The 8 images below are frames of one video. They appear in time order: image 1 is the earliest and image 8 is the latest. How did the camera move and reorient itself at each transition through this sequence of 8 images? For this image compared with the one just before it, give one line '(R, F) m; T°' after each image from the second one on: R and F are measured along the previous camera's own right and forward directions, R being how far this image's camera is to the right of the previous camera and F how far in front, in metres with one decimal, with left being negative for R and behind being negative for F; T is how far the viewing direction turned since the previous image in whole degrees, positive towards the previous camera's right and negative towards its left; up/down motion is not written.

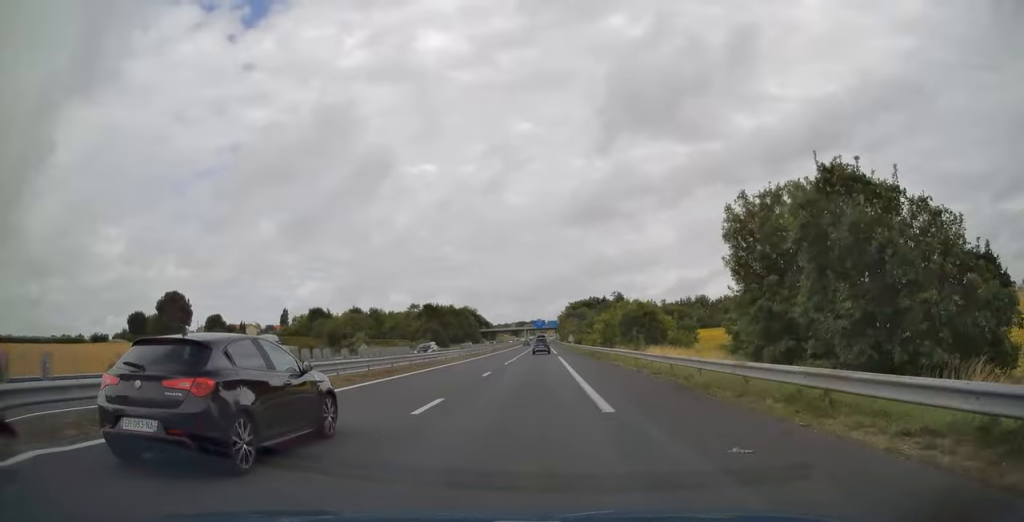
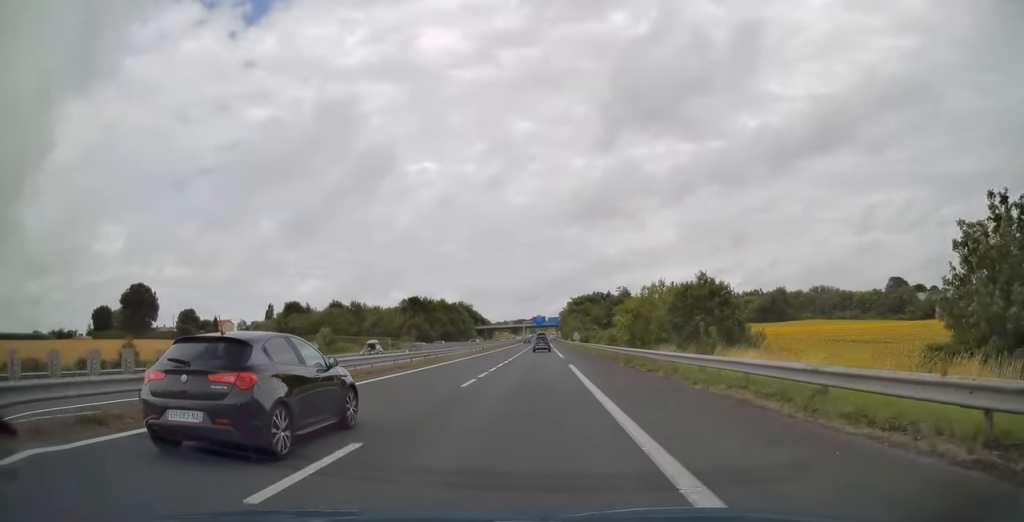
(0.0, +19.9) m; 0°
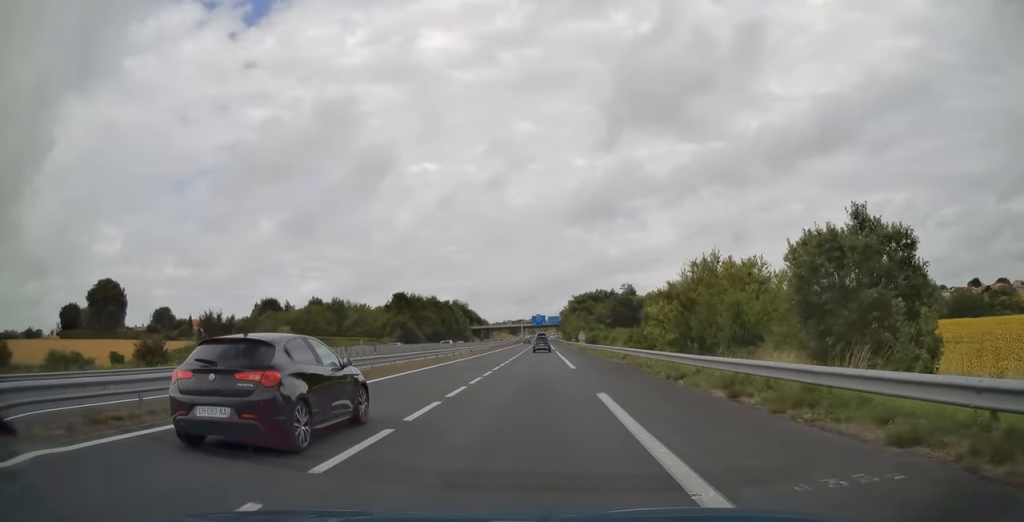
(0.0, +16.1) m; 0°
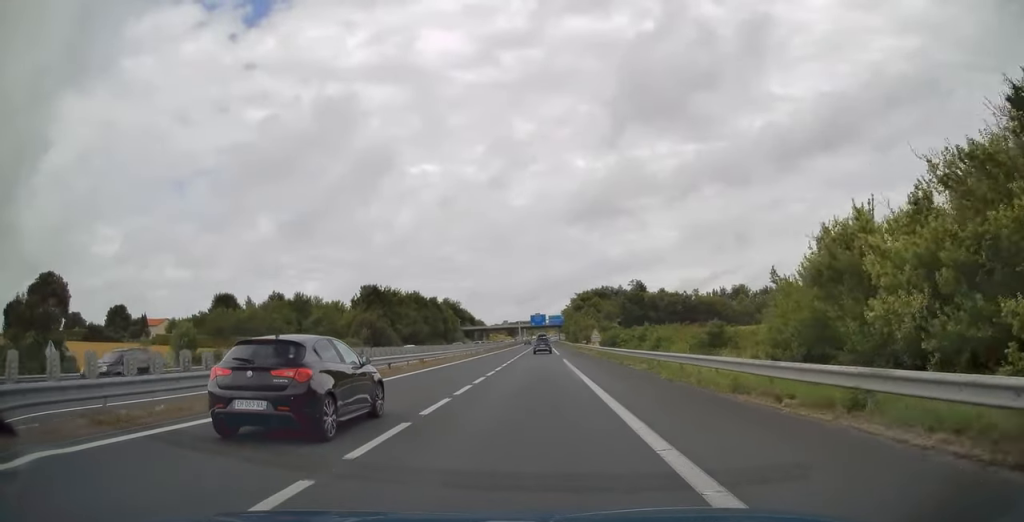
(0.0, +25.1) m; 0°
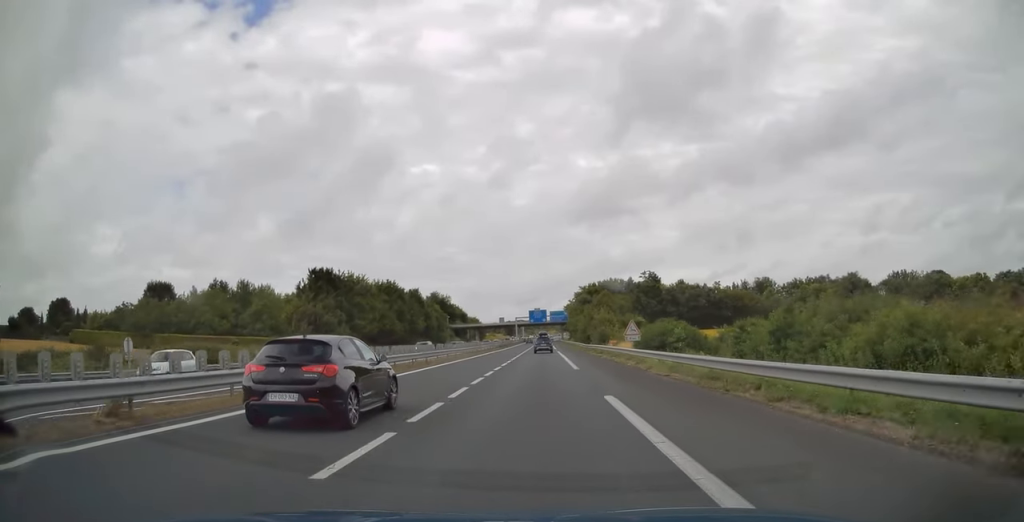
(-0.1, +27.3) m; 0°
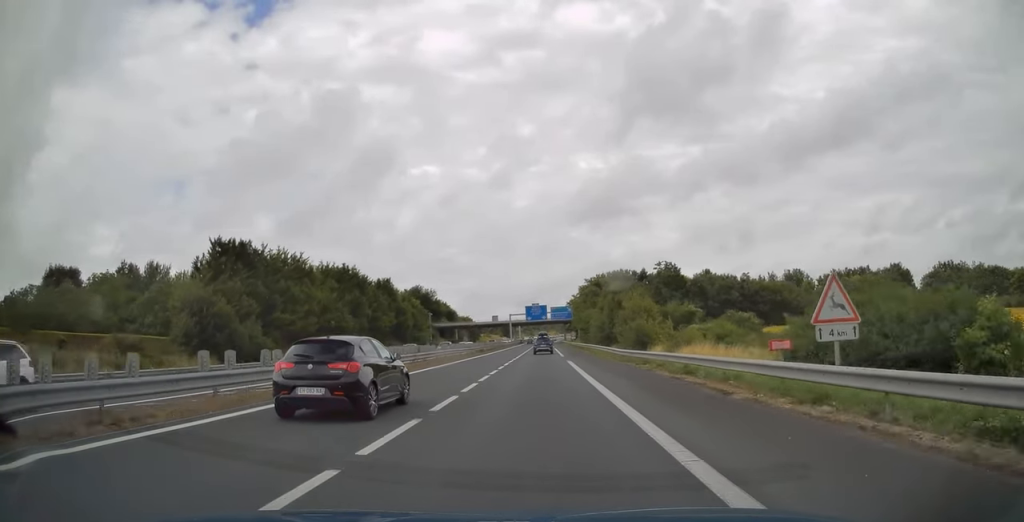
(0.0, +28.8) m; 0°
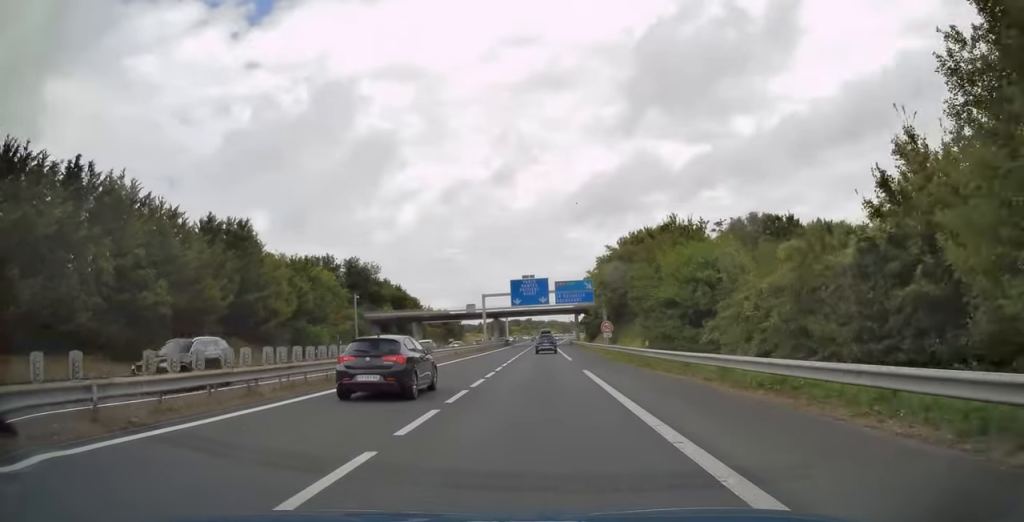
(0.0, +64.1) m; 0°
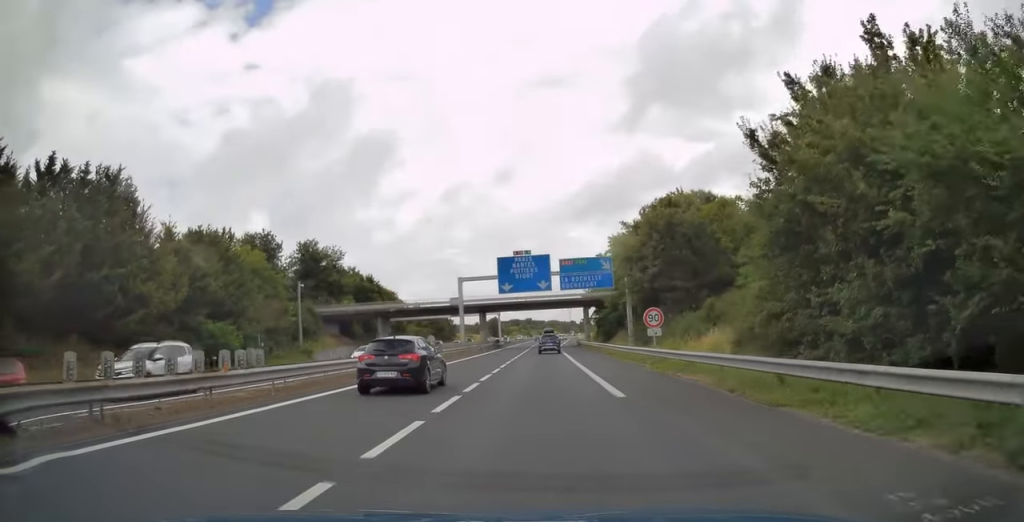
(0.0, +23.5) m; 0°
